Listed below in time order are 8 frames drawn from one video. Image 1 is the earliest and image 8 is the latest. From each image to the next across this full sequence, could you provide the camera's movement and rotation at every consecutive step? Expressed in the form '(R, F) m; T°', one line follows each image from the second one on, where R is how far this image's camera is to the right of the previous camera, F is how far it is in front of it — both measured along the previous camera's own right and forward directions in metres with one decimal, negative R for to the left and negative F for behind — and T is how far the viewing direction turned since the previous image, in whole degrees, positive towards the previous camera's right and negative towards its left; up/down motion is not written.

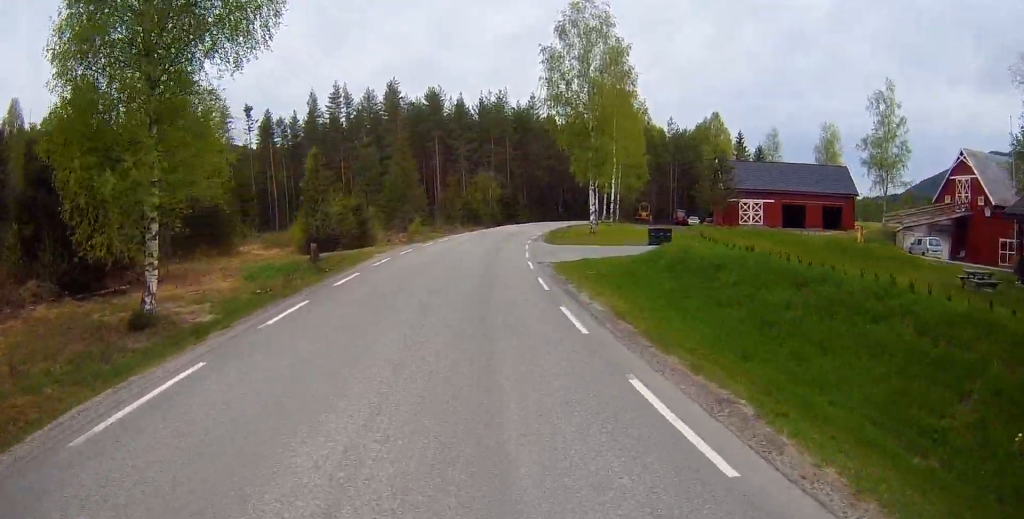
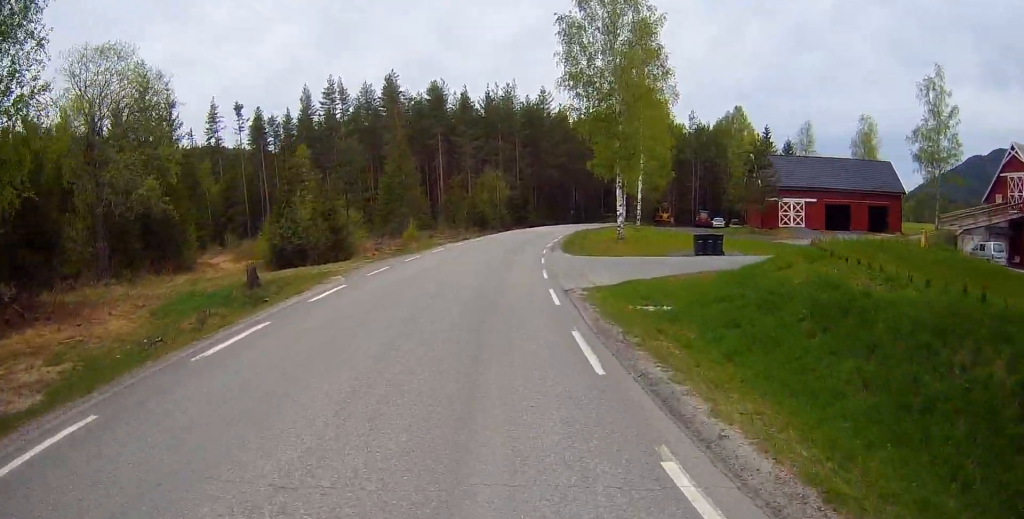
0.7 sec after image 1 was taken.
(+0.1, +8.5) m; 0°
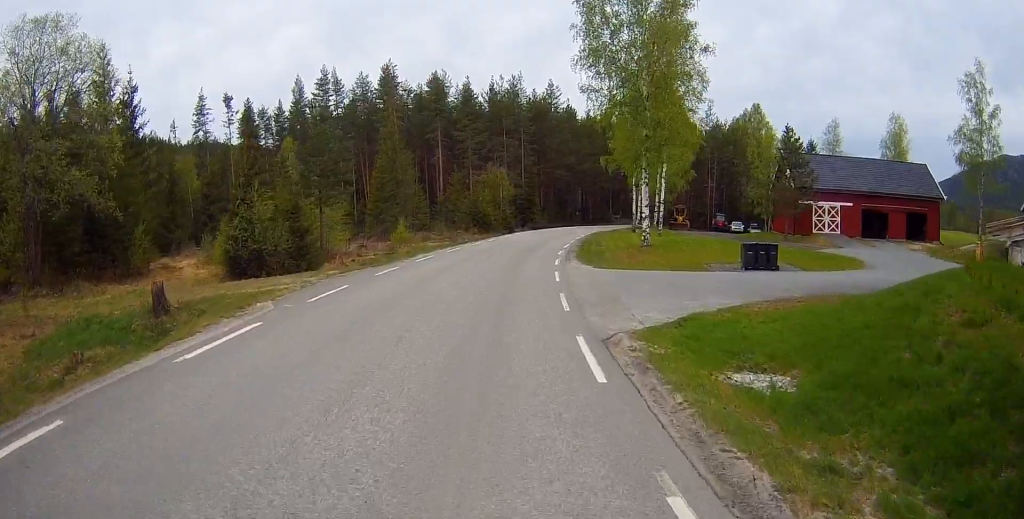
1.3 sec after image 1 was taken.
(-0.1, +6.6) m; 0°
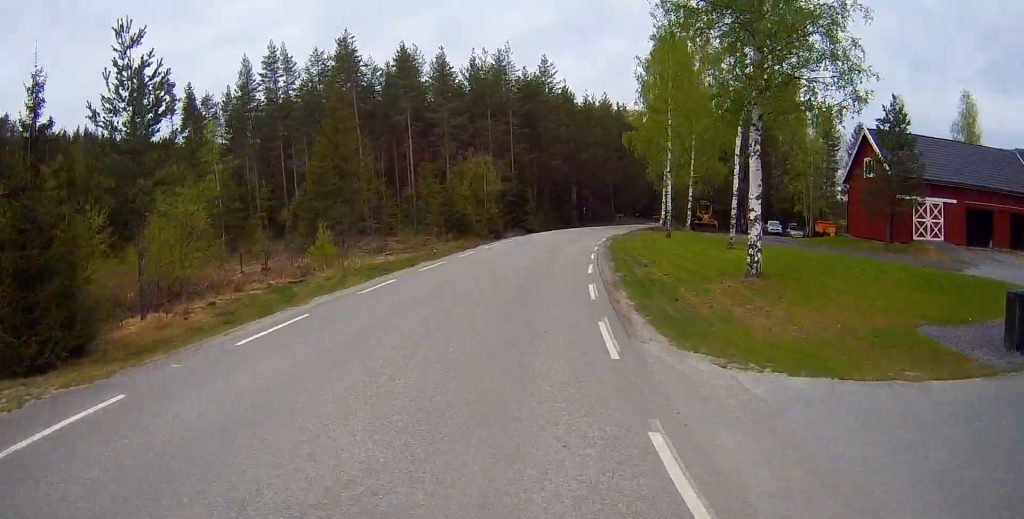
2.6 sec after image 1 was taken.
(-0.1, +16.7) m; +2°
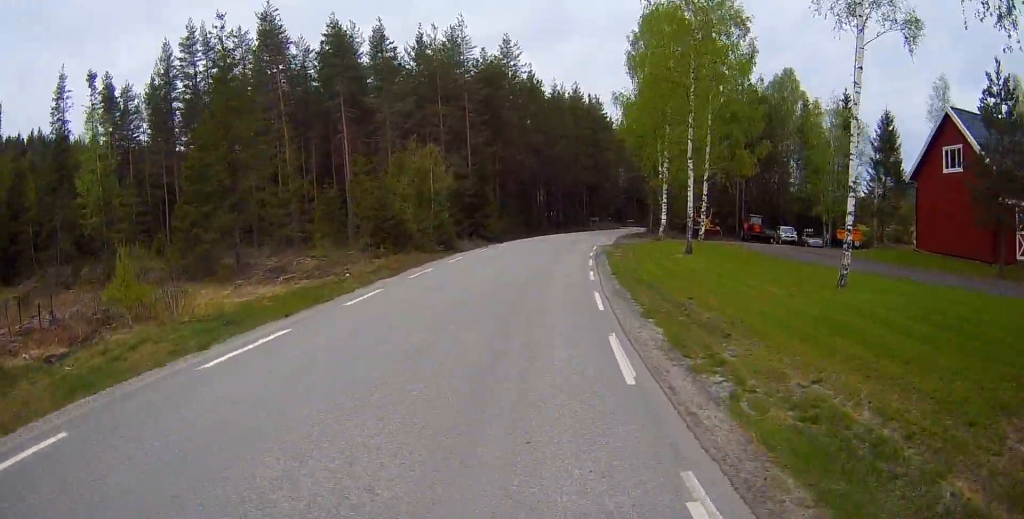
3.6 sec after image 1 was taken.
(+0.4, +13.0) m; +1°
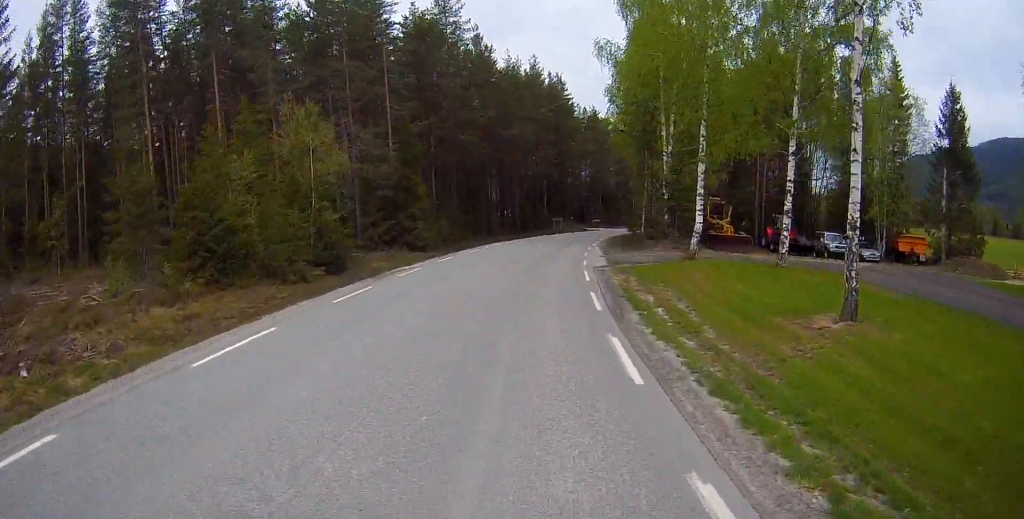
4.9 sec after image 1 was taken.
(+0.4, +18.0) m; +6°
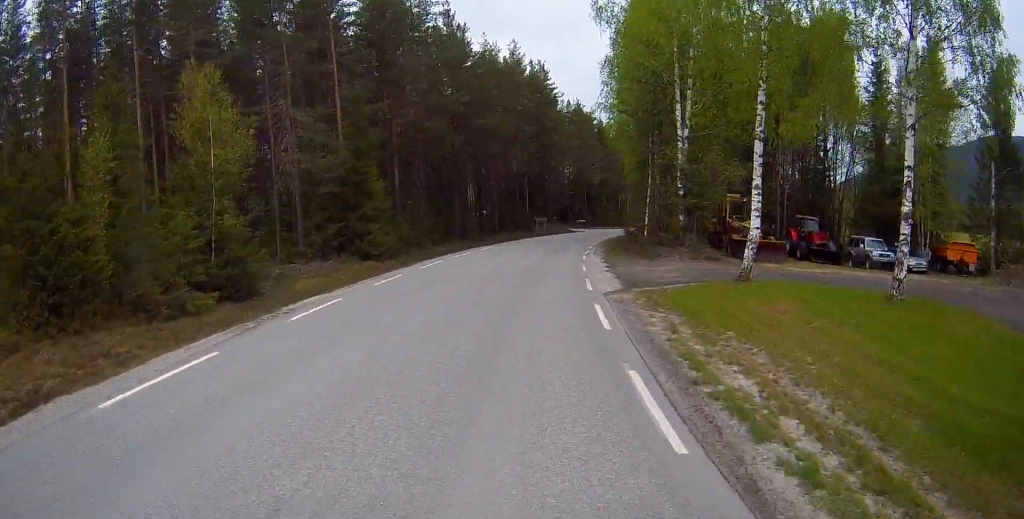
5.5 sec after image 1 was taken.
(+0.7, +8.2) m; +2°
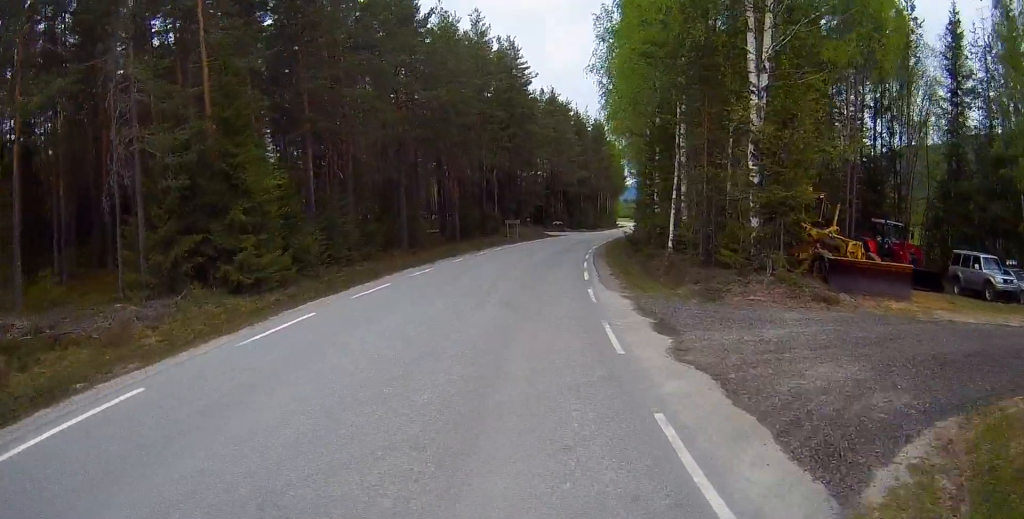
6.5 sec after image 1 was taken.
(-0.2, +13.3) m; 0°
